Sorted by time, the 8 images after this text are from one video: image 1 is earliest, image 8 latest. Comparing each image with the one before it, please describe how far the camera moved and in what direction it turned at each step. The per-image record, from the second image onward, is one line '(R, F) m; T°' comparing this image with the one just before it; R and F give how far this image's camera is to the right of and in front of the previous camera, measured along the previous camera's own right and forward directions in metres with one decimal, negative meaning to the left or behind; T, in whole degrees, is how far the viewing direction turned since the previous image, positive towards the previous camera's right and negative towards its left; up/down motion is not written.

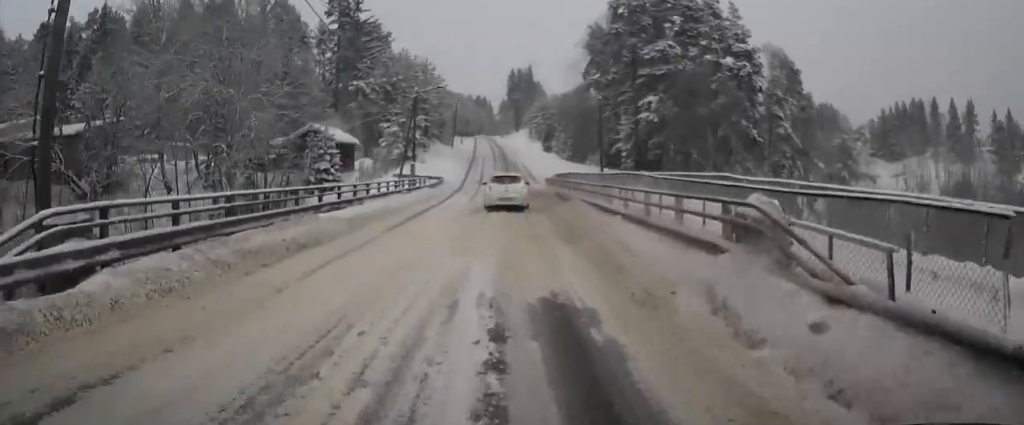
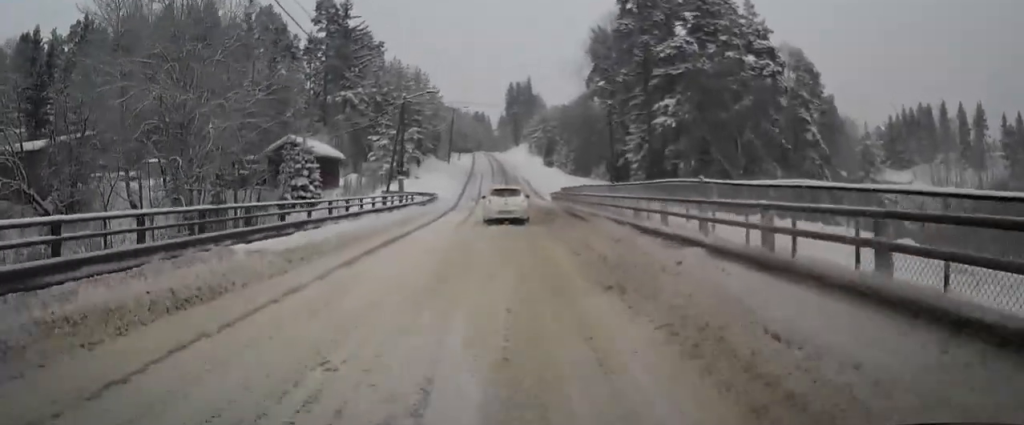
(0.0, +5.0) m; 0°
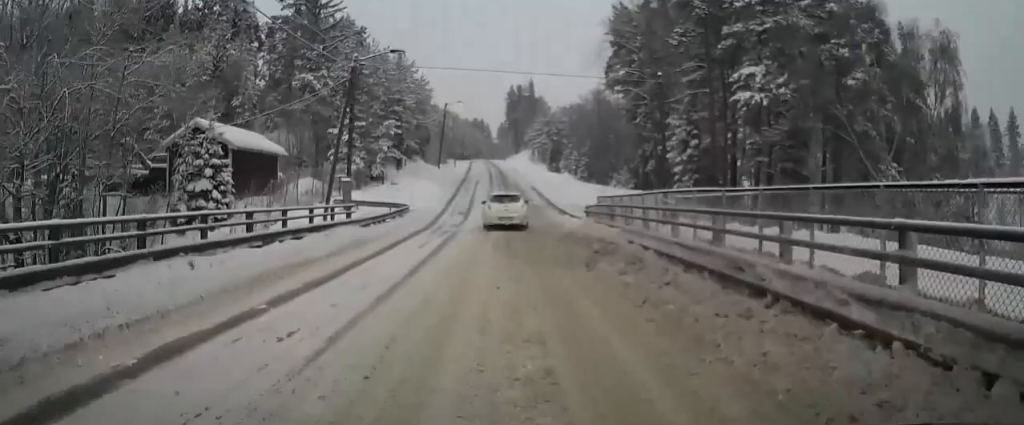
(+0.2, +13.9) m; +1°
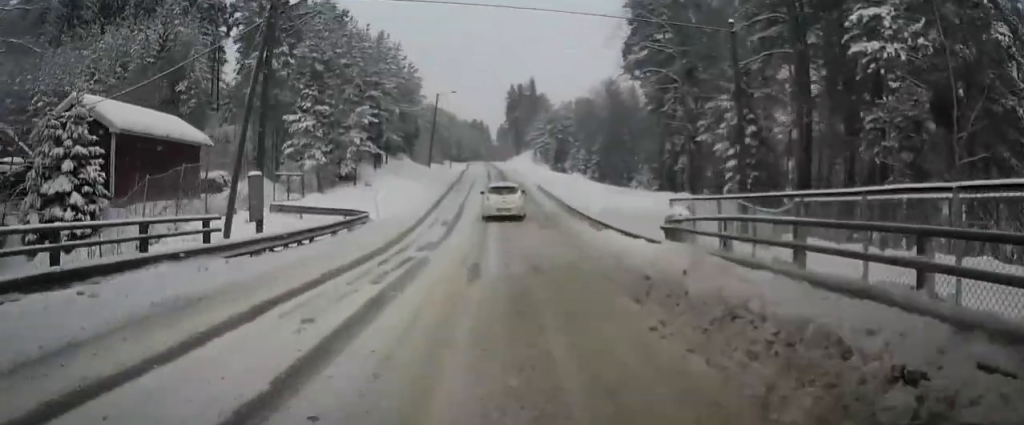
(-0.1, +10.0) m; 0°
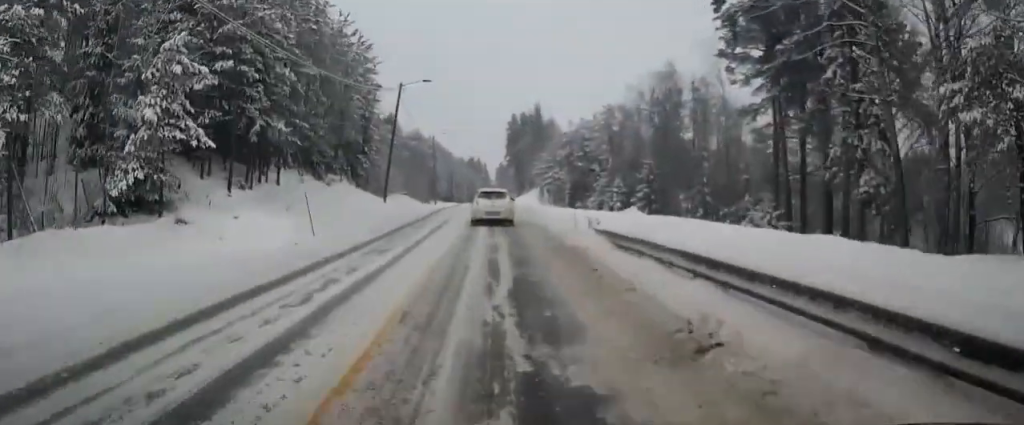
(+0.2, +25.3) m; 0°
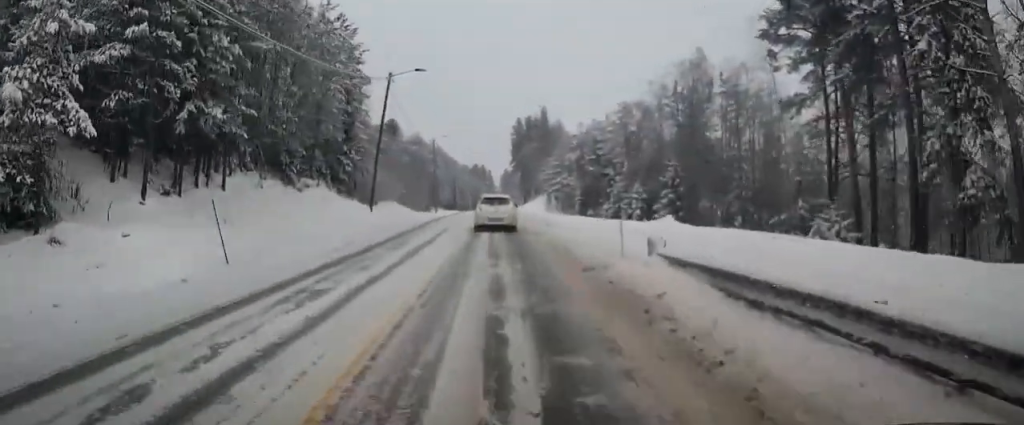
(0.0, +6.0) m; 0°
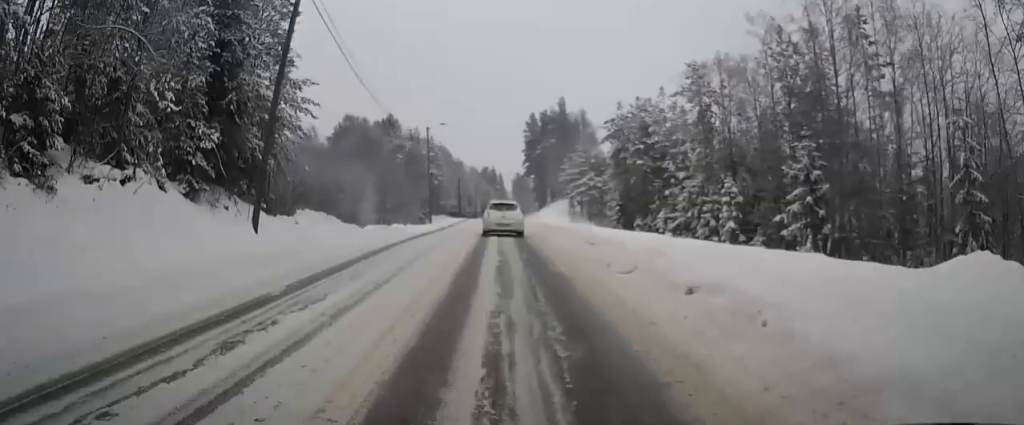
(-0.1, +18.8) m; -1°
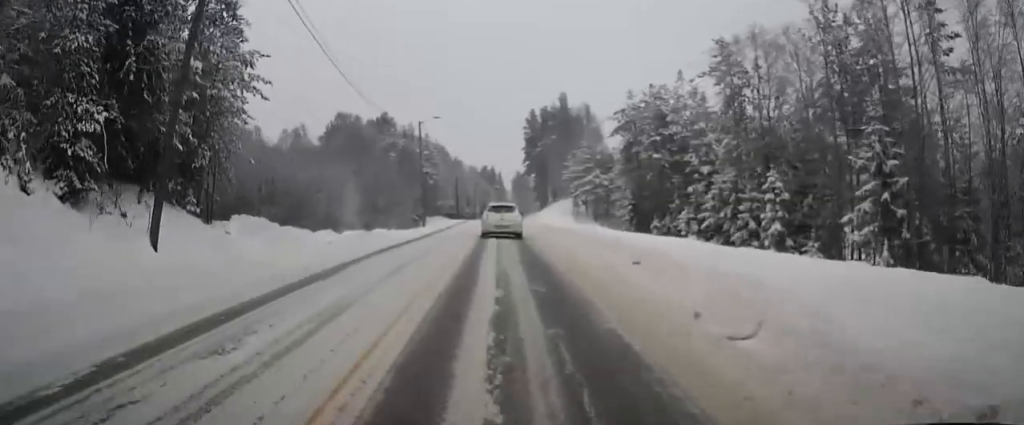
(0.0, +5.7) m; -1°
